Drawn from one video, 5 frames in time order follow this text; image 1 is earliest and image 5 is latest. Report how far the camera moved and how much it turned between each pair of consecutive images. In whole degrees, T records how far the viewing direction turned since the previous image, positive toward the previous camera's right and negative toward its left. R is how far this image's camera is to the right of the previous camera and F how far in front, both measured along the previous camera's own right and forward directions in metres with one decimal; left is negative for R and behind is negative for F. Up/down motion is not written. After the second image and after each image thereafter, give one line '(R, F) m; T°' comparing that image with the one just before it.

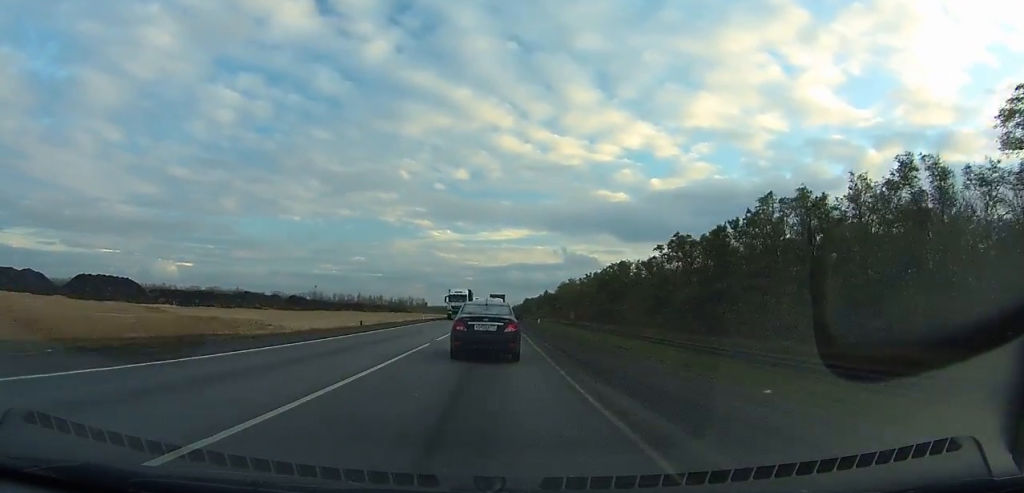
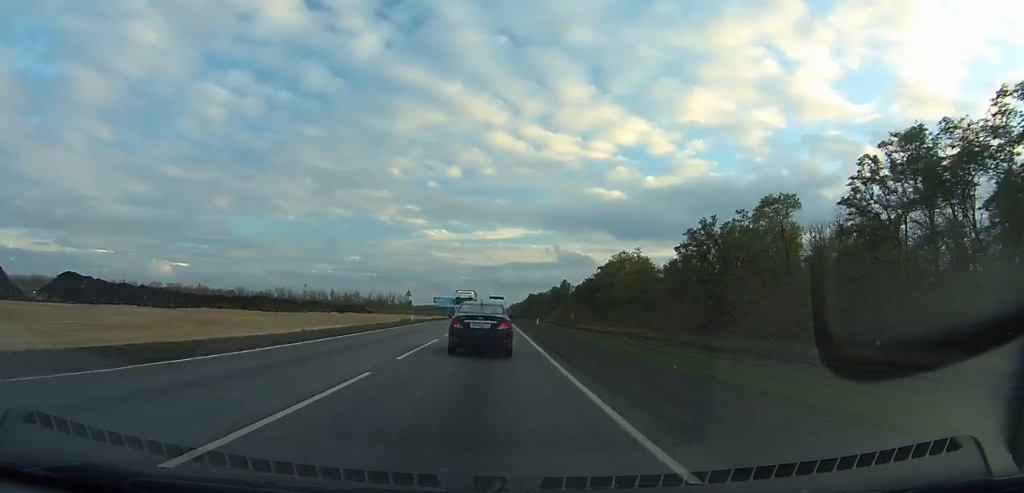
(+0.2, +113.6) m; 0°
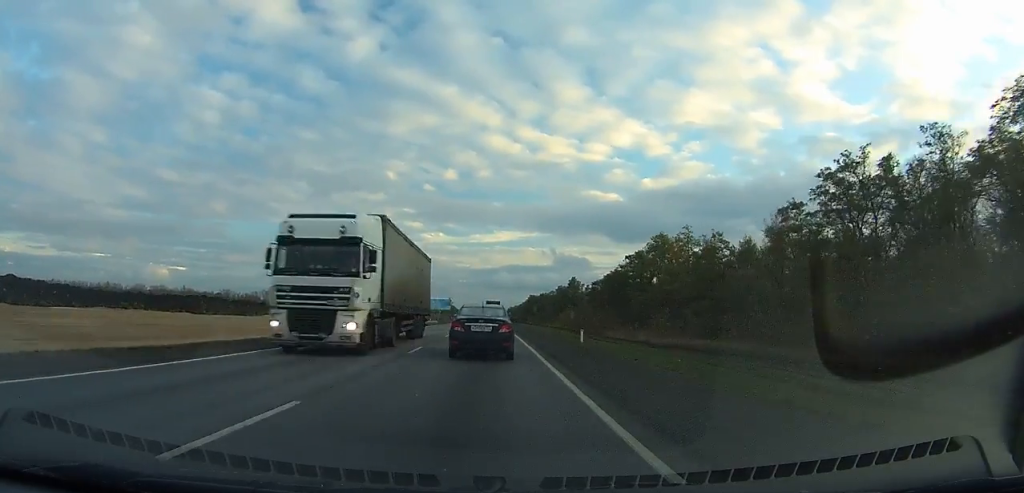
(0.0, +36.7) m; 0°
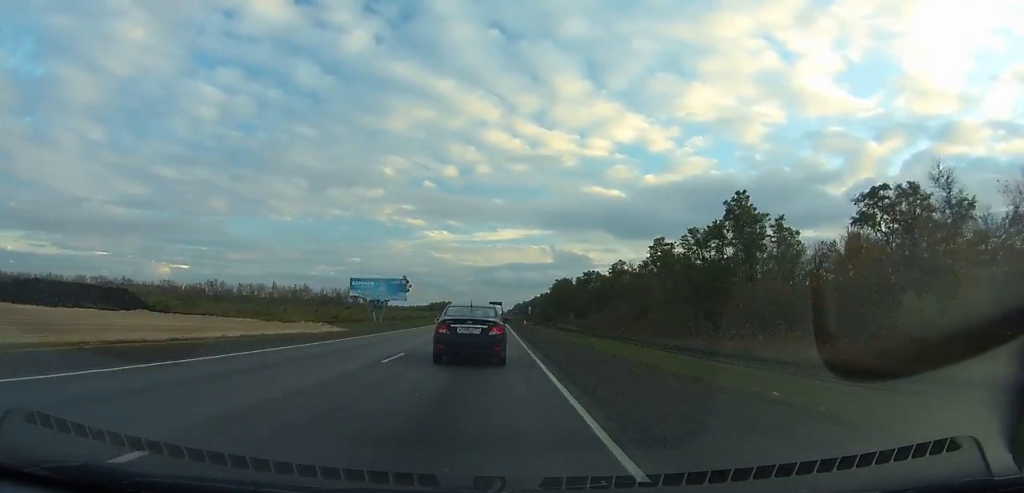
(-0.1, +144.4) m; 0°
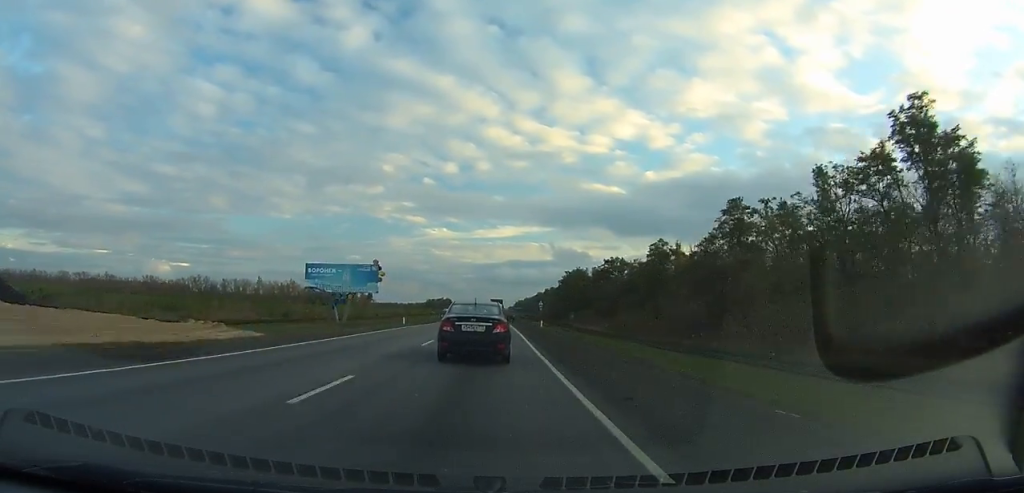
(0.0, +32.7) m; 0°
